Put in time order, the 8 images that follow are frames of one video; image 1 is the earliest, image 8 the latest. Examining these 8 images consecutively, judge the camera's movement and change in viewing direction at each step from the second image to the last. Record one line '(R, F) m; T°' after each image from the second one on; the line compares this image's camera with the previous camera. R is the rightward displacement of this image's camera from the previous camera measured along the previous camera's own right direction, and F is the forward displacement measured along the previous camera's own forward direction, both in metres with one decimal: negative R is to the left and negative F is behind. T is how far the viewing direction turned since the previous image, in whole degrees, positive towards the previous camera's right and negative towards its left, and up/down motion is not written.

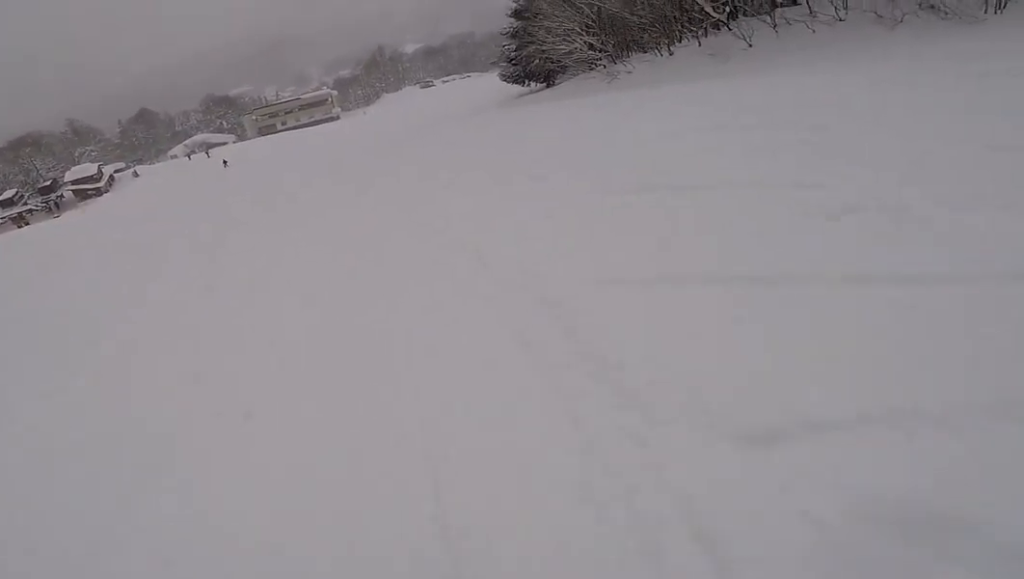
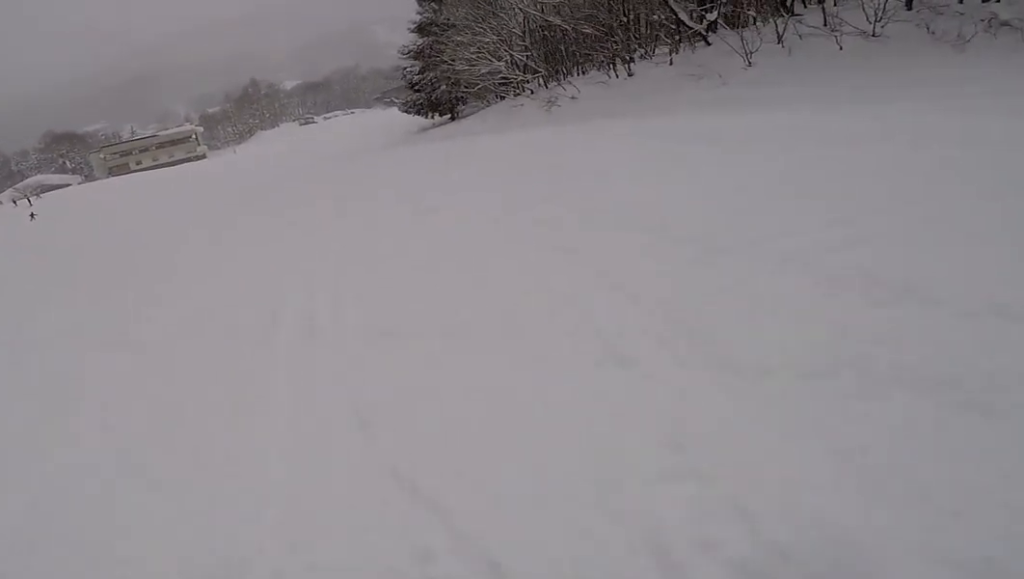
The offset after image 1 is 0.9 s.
(+1.6, +9.1) m; +13°
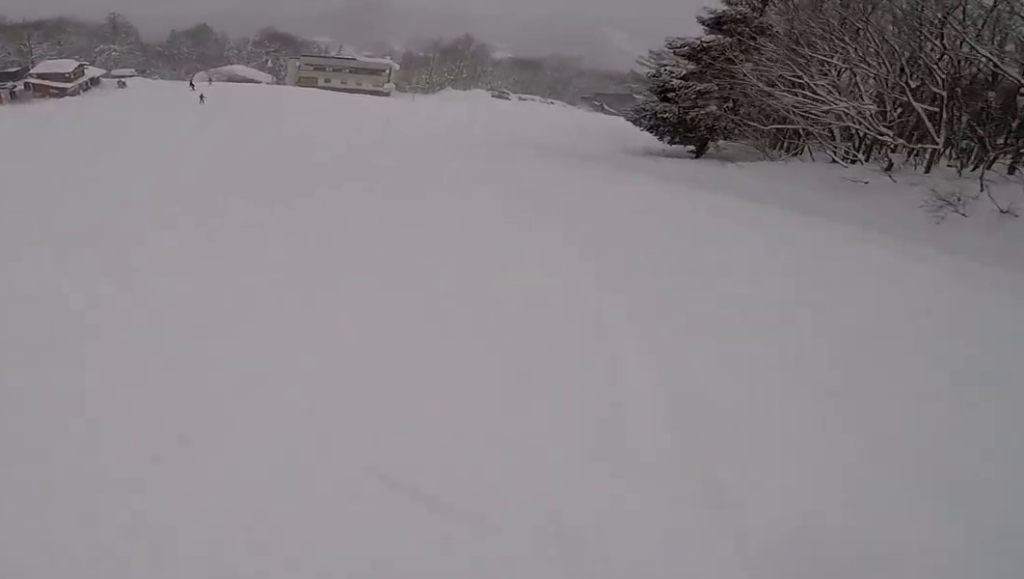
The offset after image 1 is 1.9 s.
(+1.0, +11.1) m; -8°
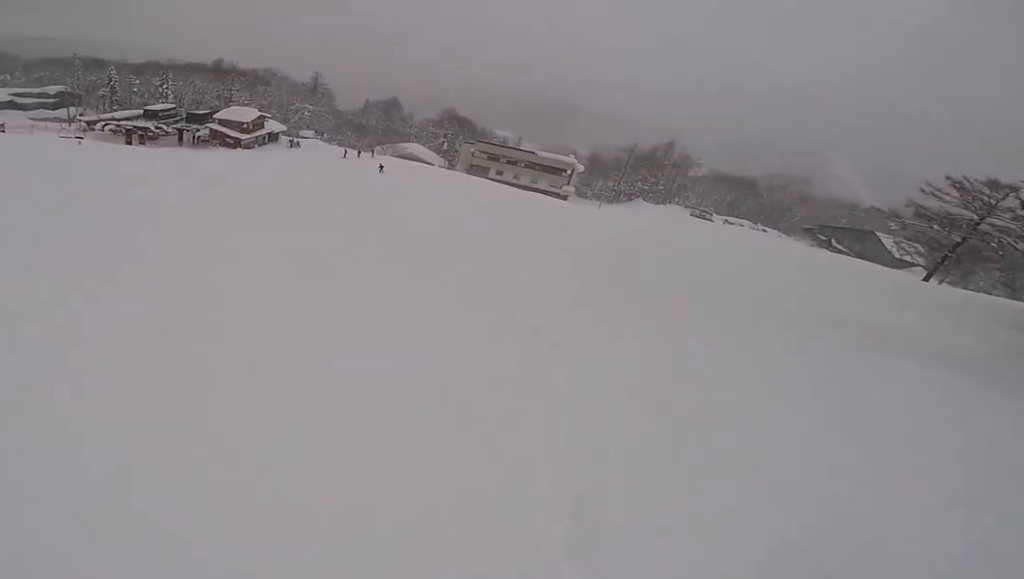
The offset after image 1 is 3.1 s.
(-3.4, +11.4) m; -26°
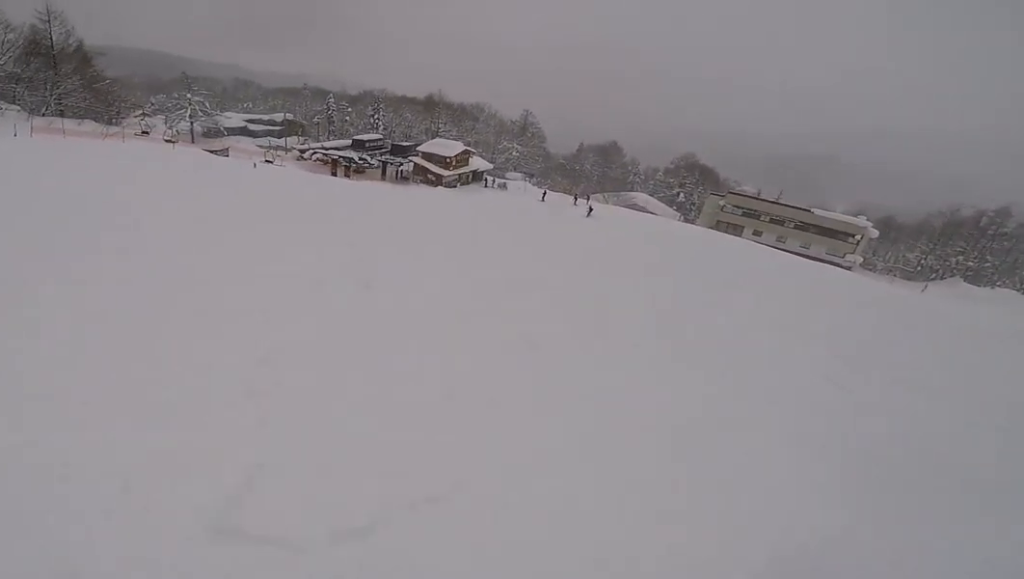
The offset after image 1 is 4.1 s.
(-0.6, +10.3) m; -13°
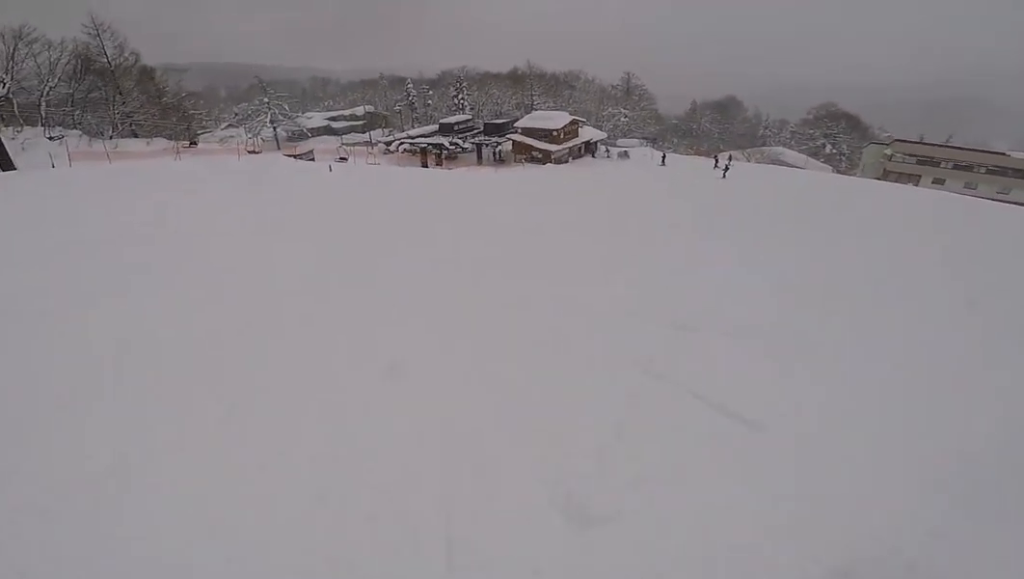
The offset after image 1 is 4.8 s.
(-1.1, +6.8) m; -2°
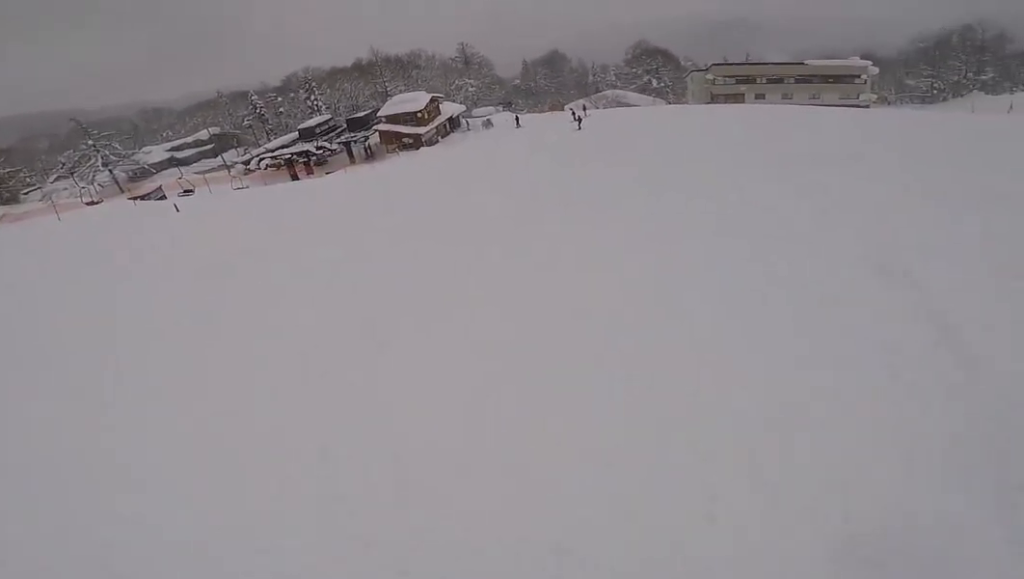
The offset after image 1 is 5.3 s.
(-0.6, +4.5) m; +1°
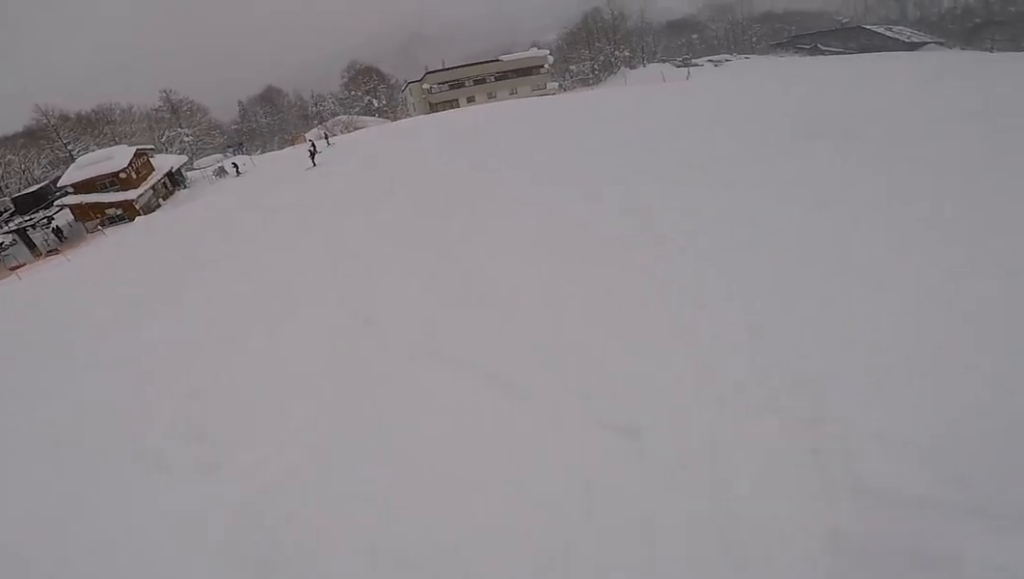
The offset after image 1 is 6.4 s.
(+2.2, +10.0) m; +20°
